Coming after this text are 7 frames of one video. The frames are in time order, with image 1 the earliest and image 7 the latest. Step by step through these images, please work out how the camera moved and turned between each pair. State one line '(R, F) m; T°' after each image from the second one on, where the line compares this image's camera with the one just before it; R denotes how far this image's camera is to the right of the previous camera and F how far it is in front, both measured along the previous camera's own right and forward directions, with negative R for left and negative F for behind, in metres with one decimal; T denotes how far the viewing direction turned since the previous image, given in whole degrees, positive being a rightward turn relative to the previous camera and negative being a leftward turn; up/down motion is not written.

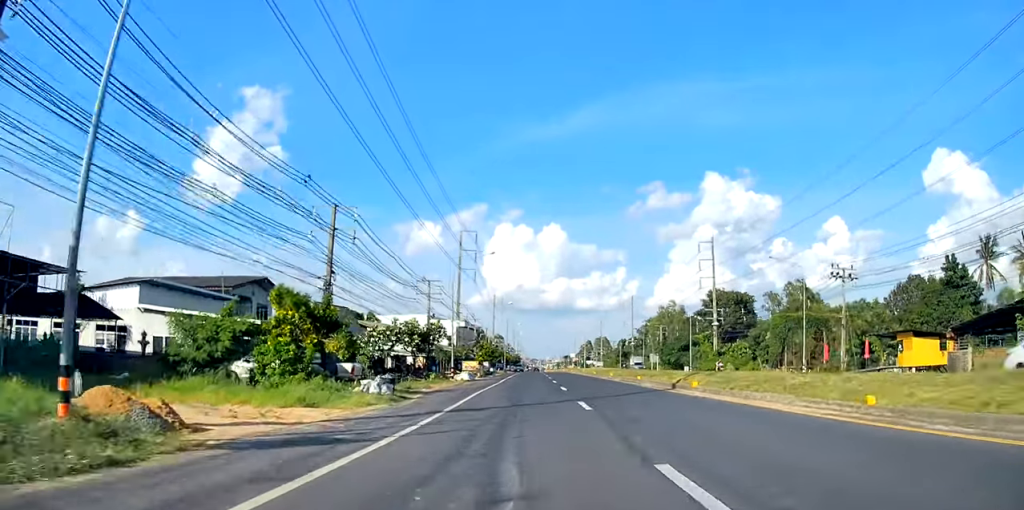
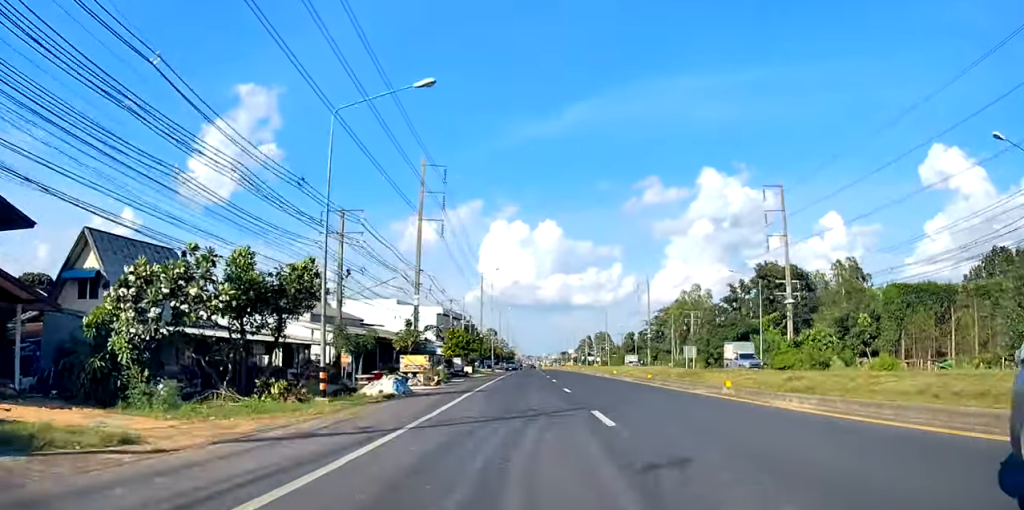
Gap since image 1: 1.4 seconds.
(+0.1, +28.9) m; +1°
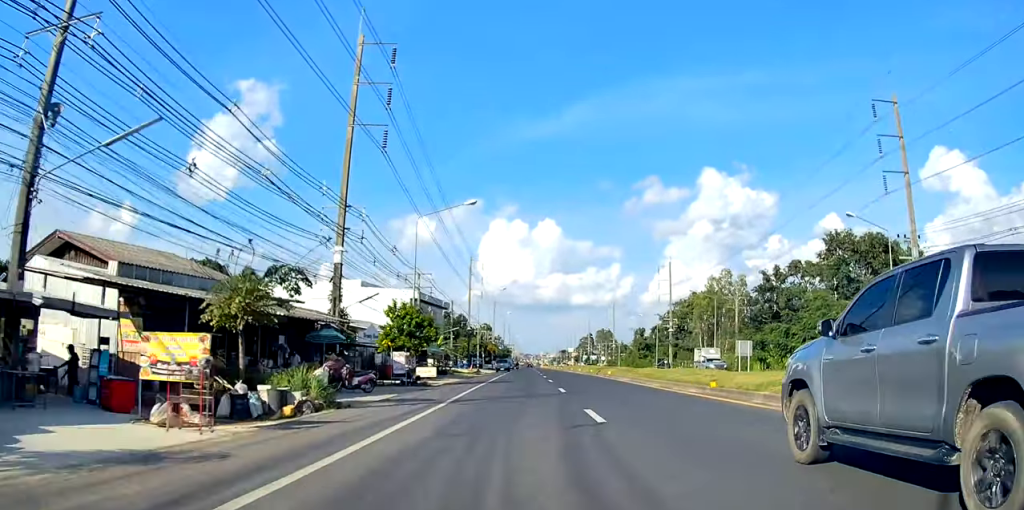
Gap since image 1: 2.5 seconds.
(+0.1, +24.3) m; 0°
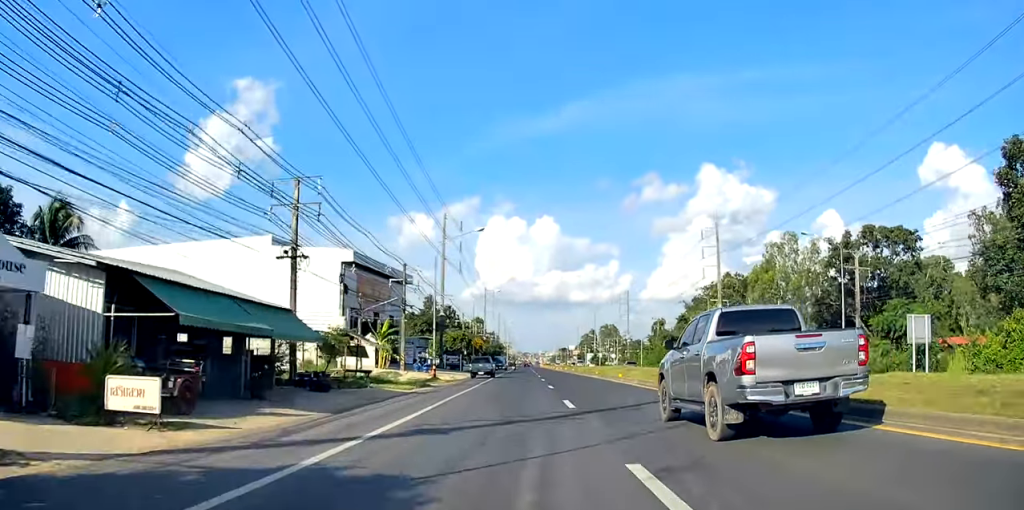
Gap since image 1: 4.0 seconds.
(0.0, +31.4) m; 0°
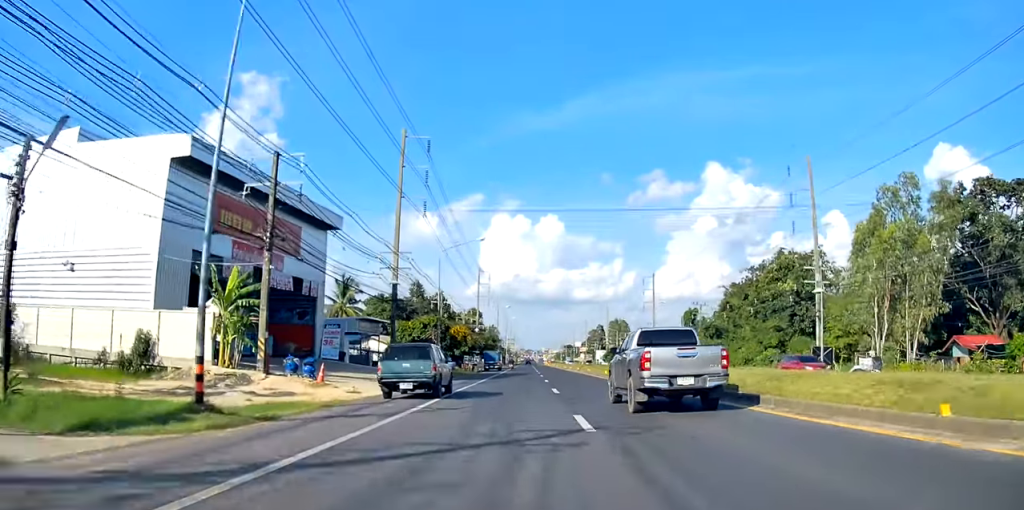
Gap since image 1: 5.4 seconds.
(-0.5, +30.4) m; -1°
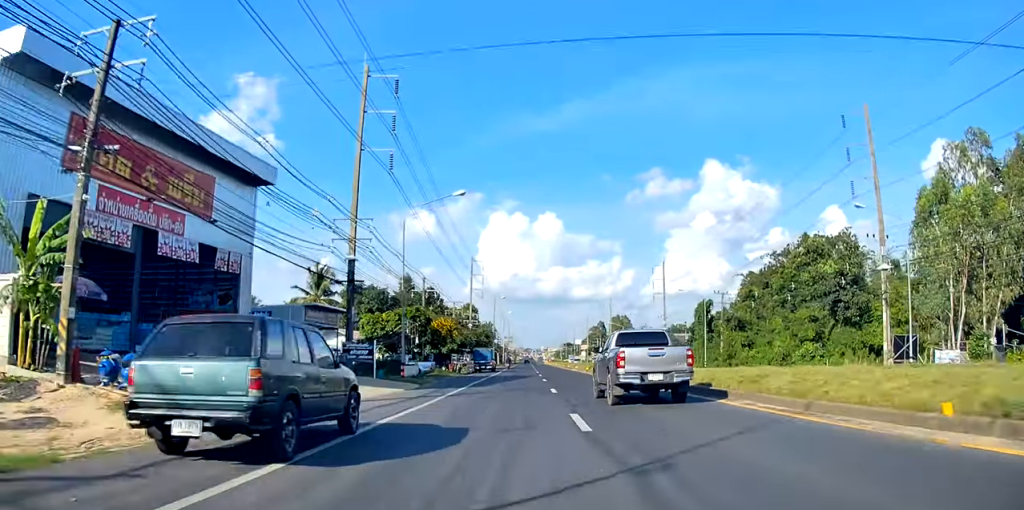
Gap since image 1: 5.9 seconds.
(-0.2, +11.3) m; 0°
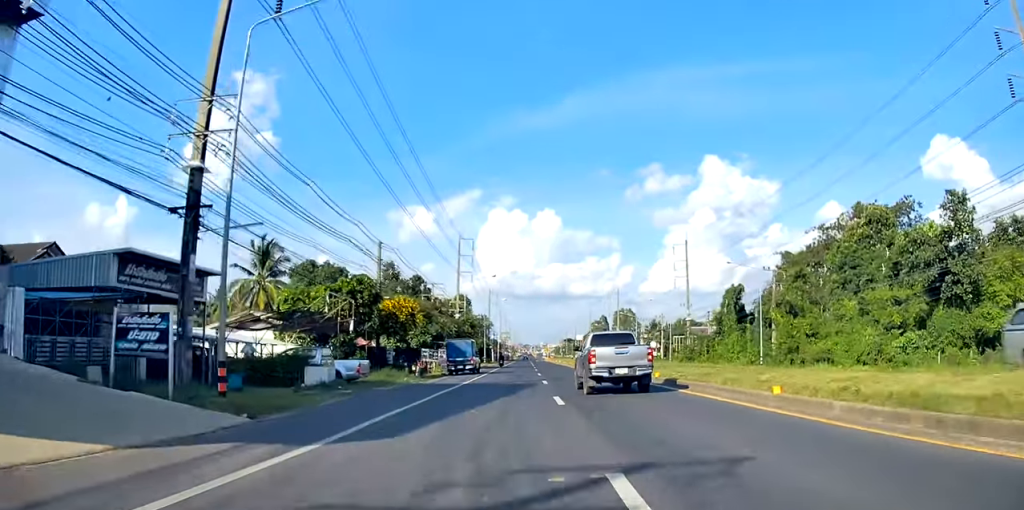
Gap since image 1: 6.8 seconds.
(+0.6, +18.8) m; +2°
